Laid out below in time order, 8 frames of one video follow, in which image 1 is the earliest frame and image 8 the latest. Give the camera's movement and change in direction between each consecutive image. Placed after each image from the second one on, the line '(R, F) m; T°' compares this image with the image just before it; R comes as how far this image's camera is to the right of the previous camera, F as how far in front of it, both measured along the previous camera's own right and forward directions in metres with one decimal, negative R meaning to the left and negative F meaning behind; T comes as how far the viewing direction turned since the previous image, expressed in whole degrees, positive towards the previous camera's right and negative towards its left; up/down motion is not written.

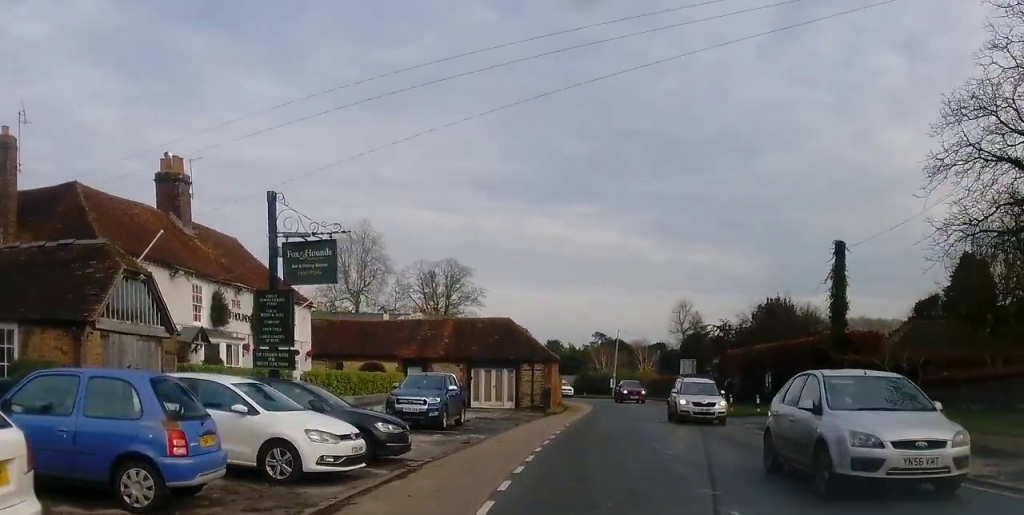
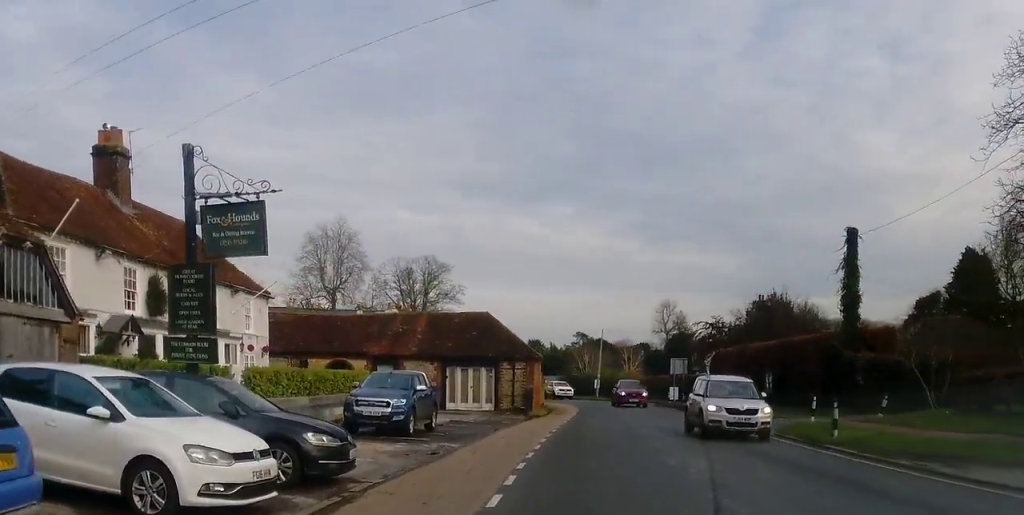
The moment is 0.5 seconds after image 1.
(0.0, +3.3) m; 0°
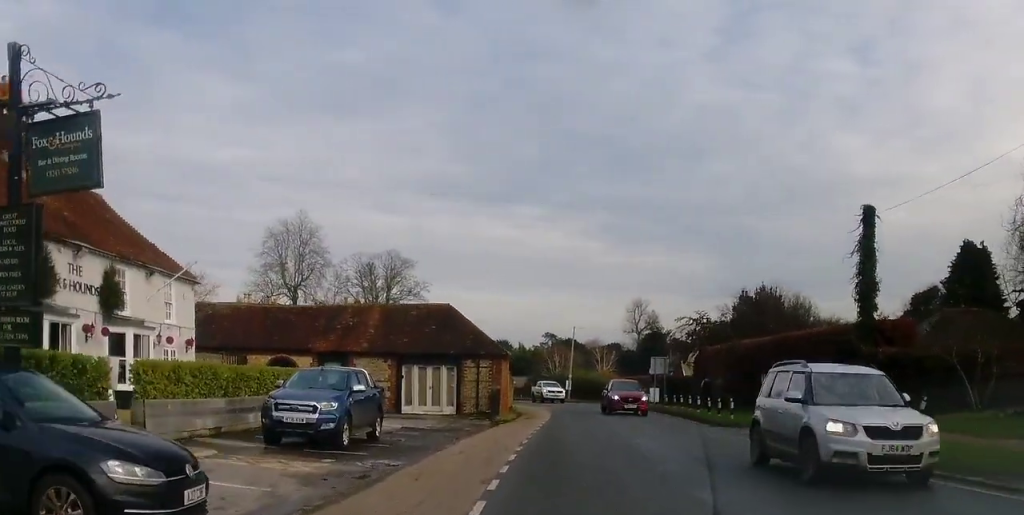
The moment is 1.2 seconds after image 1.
(0.0, +4.1) m; 0°
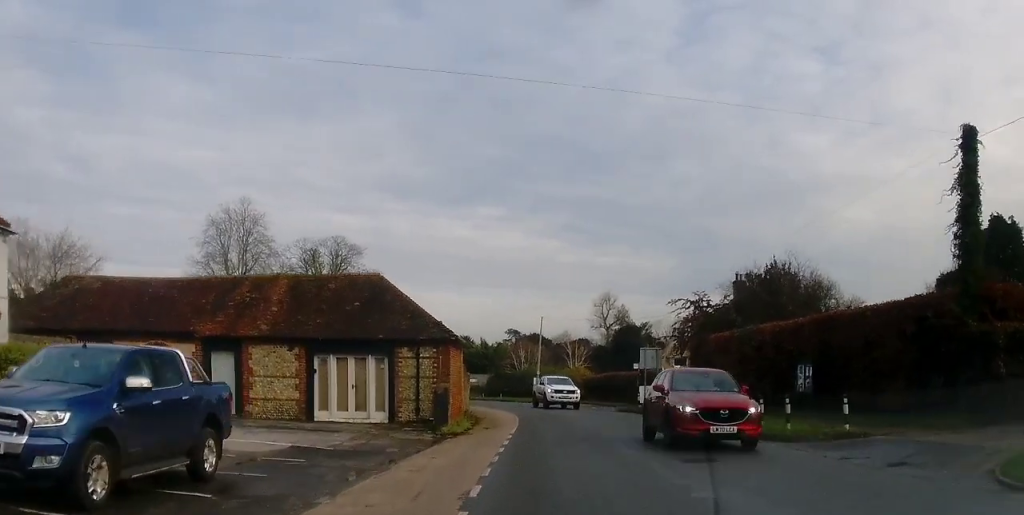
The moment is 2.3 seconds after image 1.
(0.0, +8.8) m; +1°
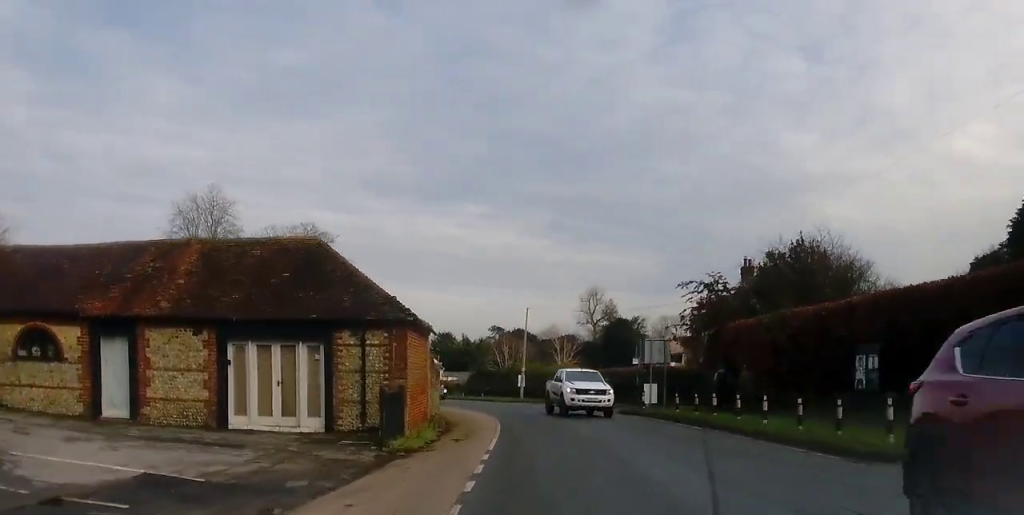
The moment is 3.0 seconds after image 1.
(-0.1, +6.0) m; +3°
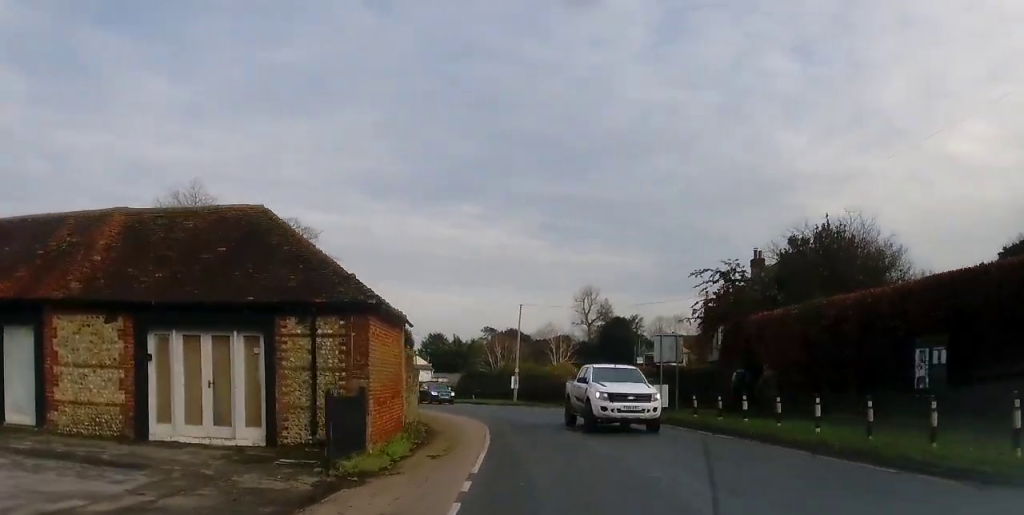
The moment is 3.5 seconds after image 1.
(+0.2, +3.9) m; 0°
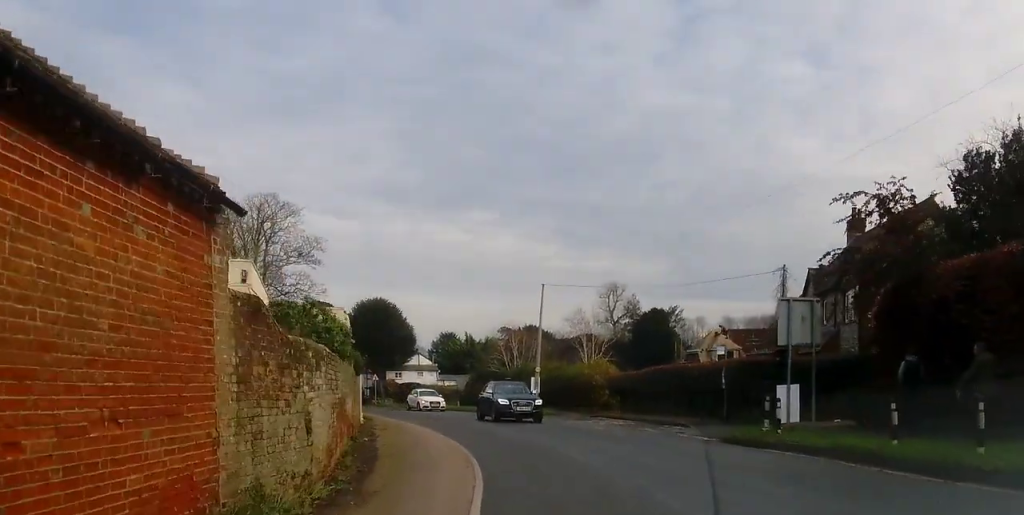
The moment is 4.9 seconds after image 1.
(-0.2, +12.6) m; 0°
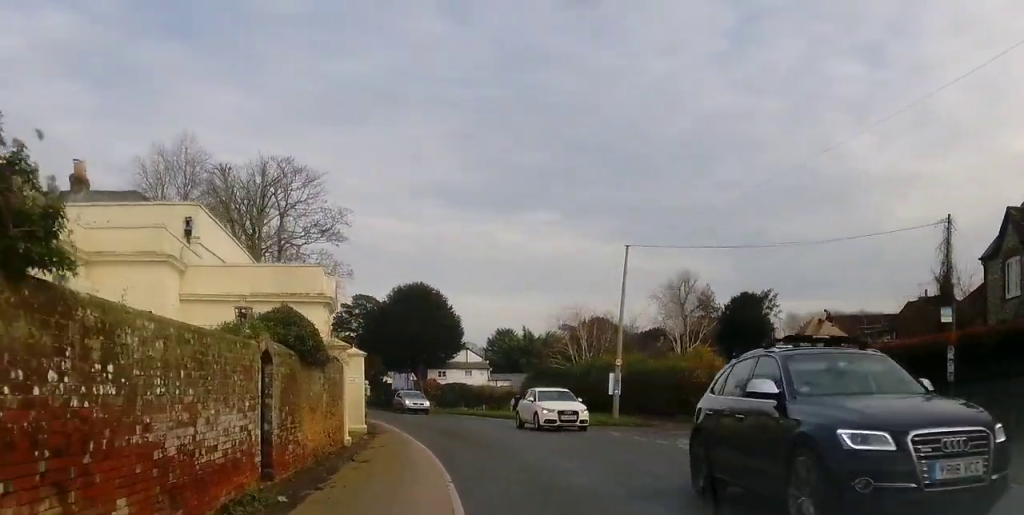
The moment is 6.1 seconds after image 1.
(+0.4, +11.8) m; -1°
